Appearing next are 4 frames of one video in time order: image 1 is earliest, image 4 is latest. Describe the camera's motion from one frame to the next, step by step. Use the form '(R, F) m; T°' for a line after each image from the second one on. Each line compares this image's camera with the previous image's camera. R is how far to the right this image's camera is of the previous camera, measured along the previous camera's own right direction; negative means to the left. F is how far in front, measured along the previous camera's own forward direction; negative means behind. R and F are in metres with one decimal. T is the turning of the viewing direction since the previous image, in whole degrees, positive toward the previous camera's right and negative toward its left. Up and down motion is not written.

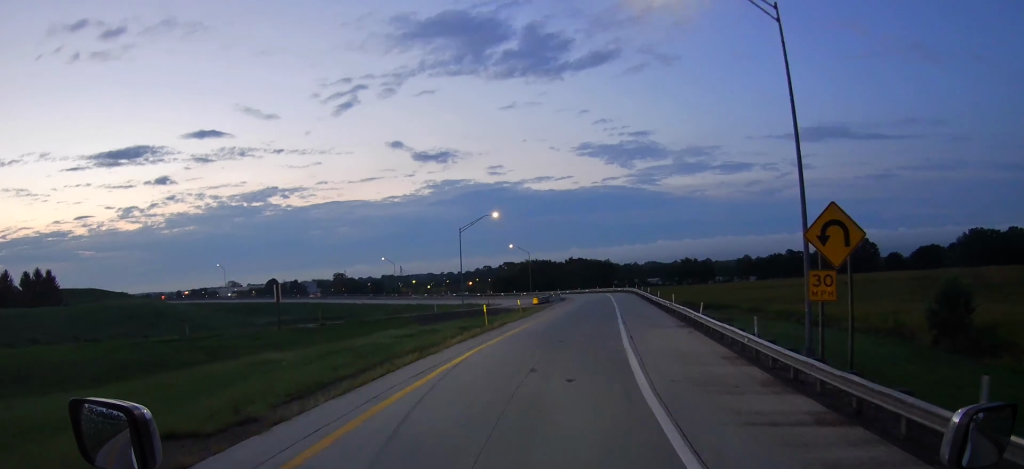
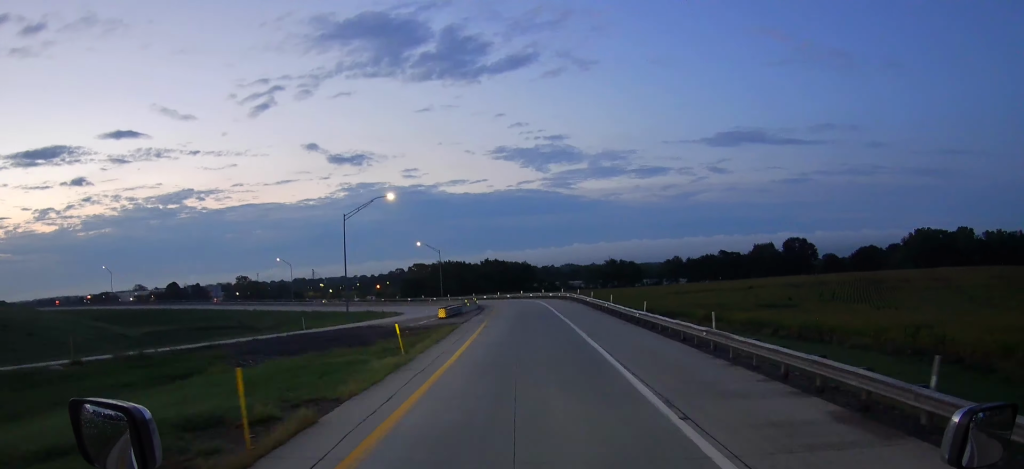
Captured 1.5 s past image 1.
(+2.6, +21.4) m; +6°
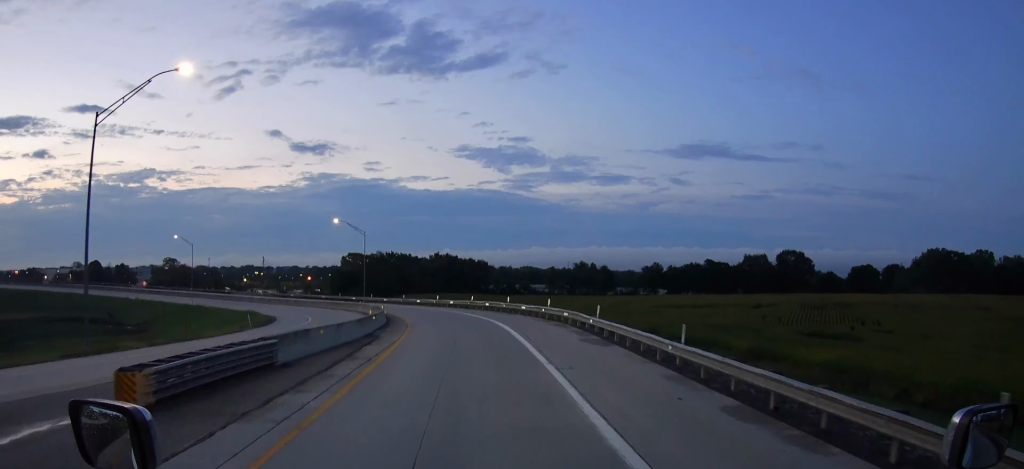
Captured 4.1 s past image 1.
(+2.8, +37.0) m; +2°
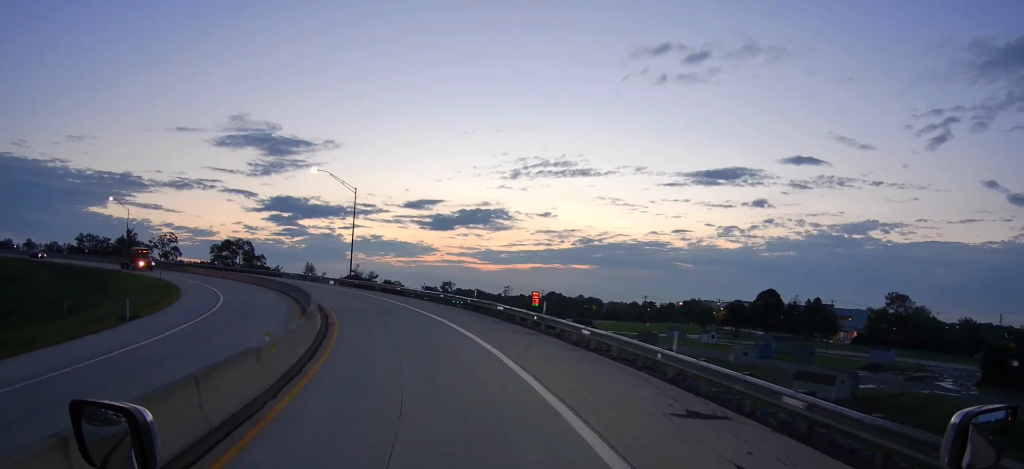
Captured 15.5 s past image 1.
(-67.0, +129.7) m; -66°
